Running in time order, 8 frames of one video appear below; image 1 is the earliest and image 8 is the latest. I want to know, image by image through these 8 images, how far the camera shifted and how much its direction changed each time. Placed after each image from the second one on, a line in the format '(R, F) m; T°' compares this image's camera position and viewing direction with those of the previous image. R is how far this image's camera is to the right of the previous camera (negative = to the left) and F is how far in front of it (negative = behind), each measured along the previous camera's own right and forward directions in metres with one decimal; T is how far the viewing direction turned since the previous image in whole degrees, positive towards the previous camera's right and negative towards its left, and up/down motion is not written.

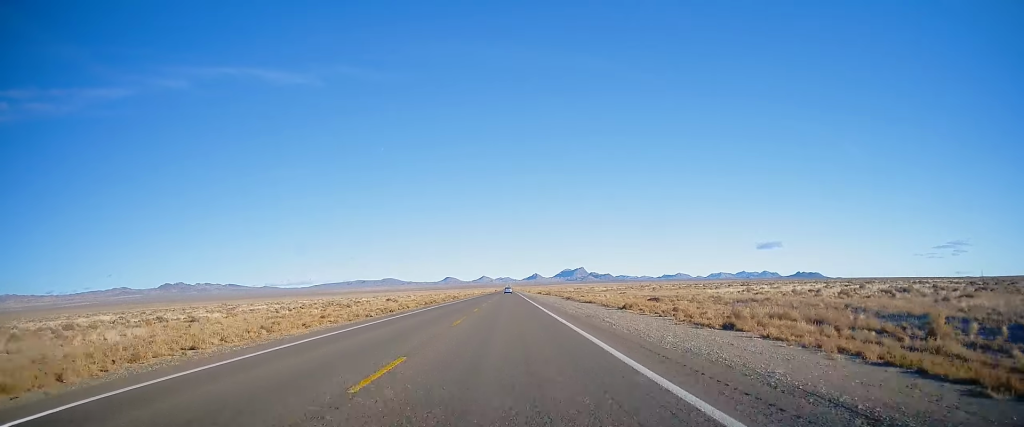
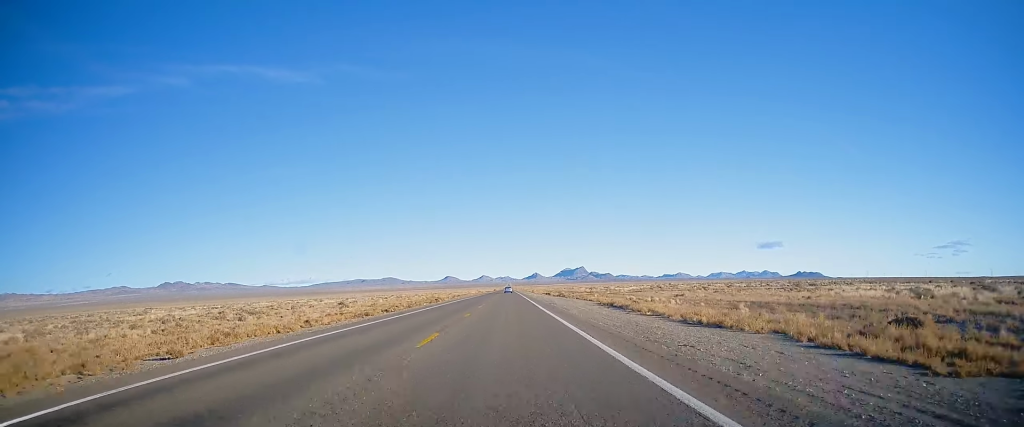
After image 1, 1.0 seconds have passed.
(+0.5, +31.5) m; 0°
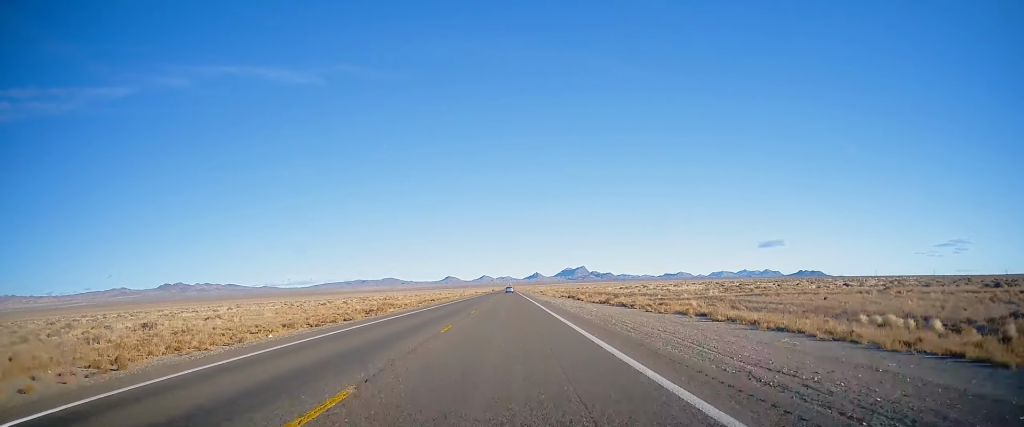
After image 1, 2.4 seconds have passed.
(-0.5, +45.1) m; 0°
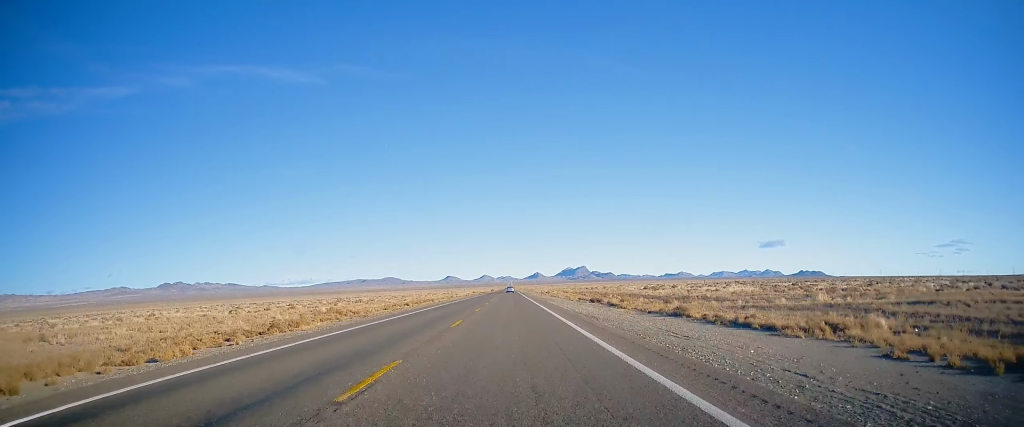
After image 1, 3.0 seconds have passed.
(0.0, +21.6) m; 0°
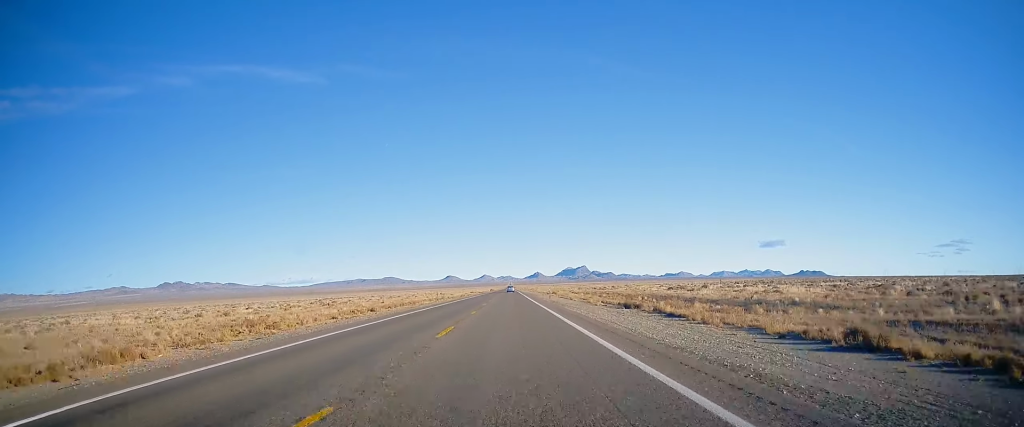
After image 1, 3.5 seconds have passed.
(0.0, +16.3) m; 0°
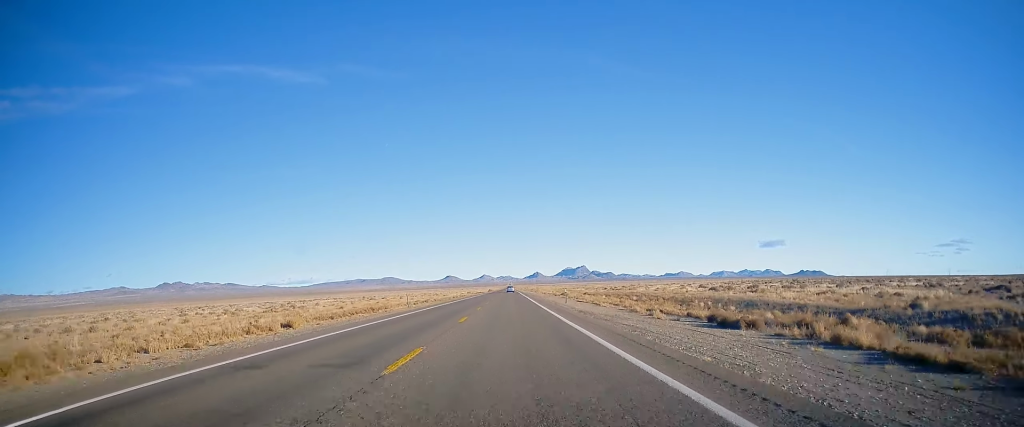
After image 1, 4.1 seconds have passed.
(0.0, +18.3) m; 0°
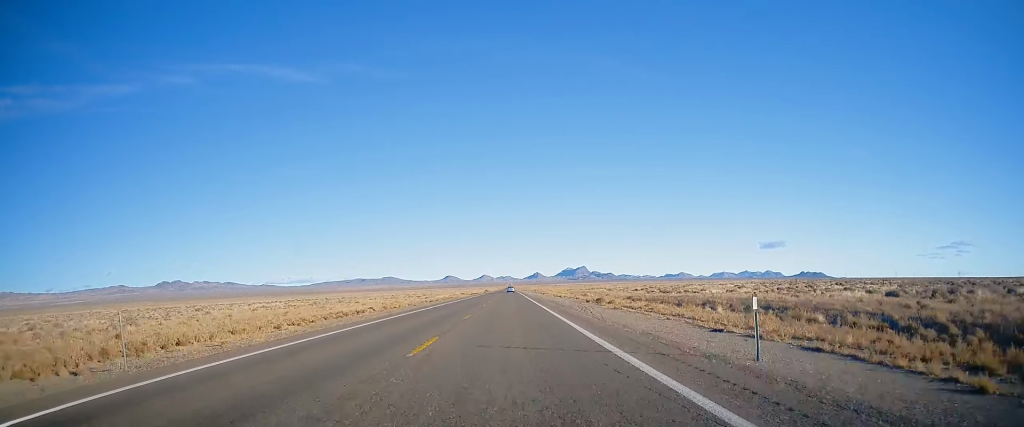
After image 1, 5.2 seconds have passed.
(+0.1, +34.2) m; 0°
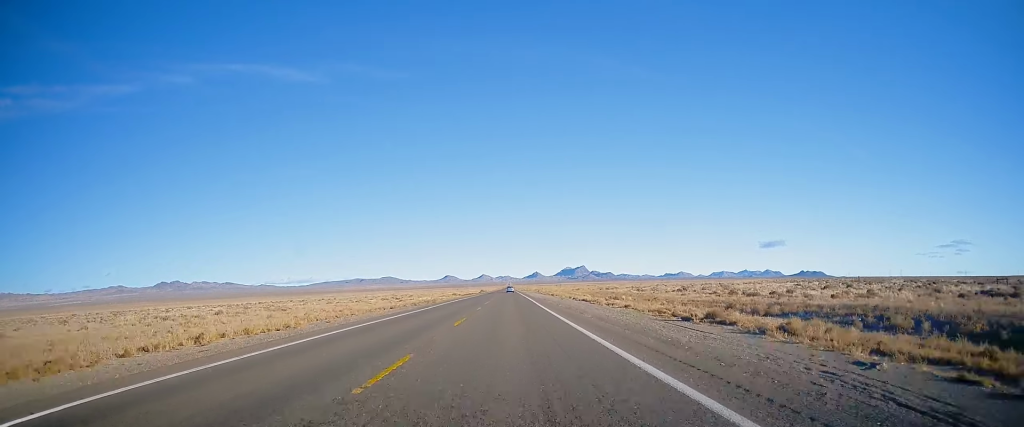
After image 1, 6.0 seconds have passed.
(0.0, +28.0) m; 0°
